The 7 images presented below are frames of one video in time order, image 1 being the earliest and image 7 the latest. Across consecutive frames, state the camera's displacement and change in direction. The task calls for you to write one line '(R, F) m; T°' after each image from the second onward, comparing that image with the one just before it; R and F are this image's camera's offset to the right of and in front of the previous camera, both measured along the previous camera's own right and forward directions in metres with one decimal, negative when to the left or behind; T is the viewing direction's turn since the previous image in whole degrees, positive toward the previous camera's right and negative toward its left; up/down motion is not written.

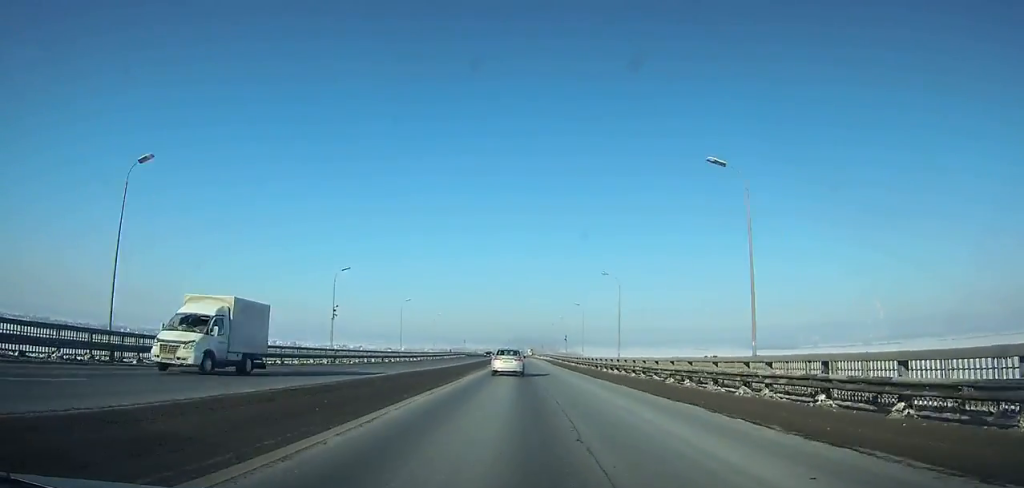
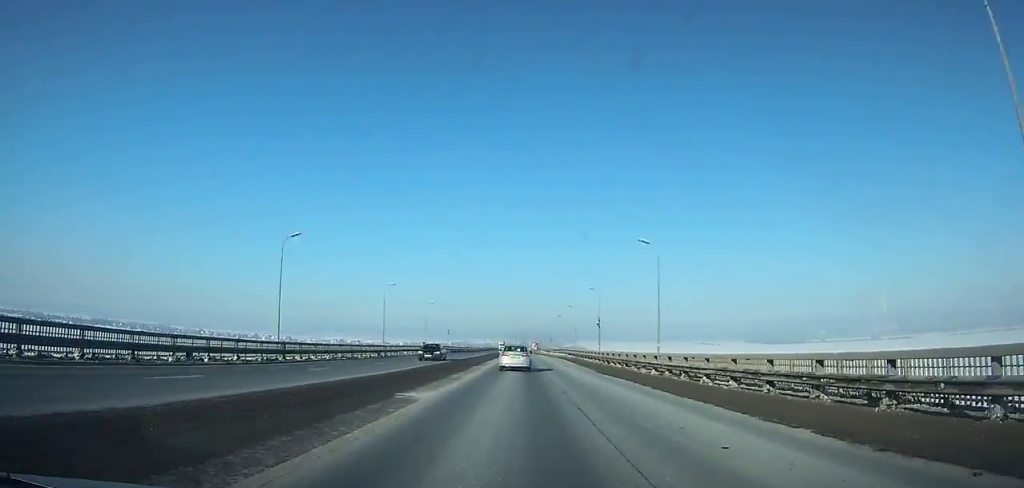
(-0.1, +42.8) m; 0°
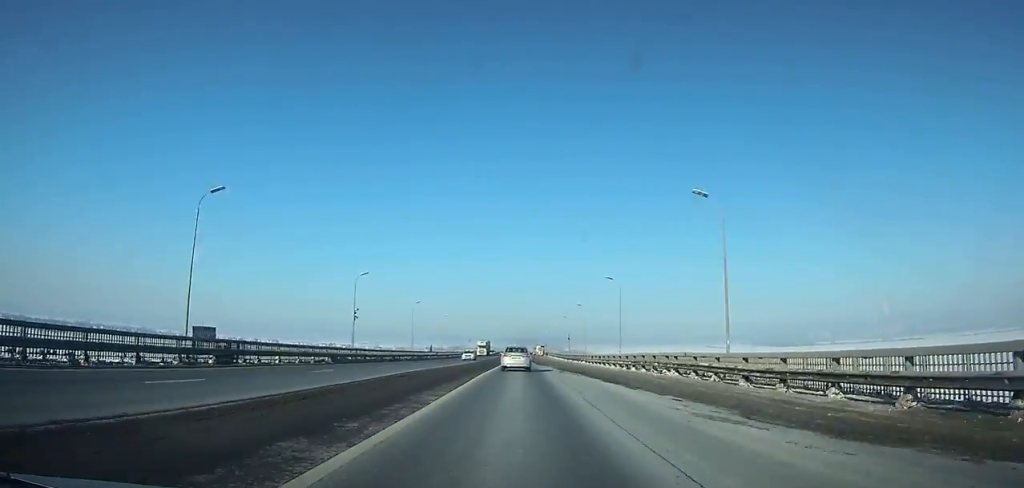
(+0.1, +73.5) m; 0°
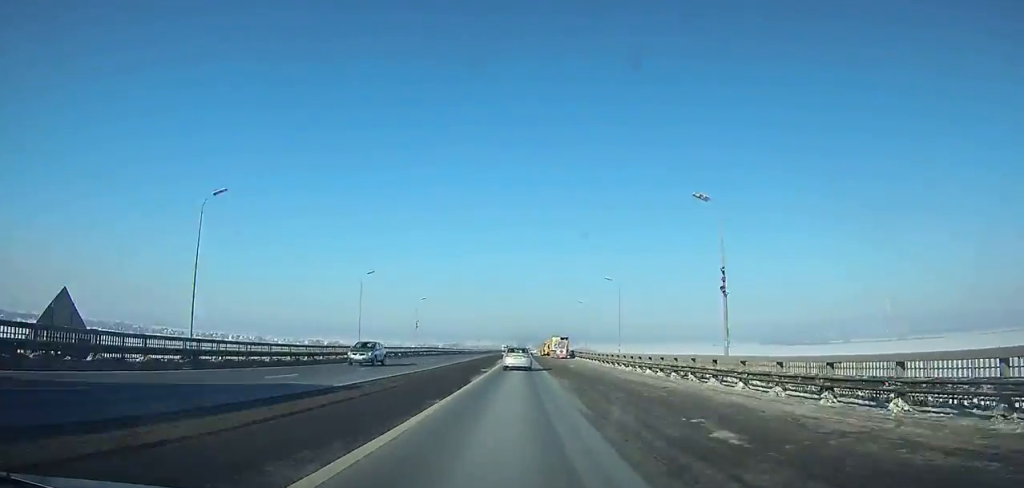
(0.0, +88.9) m; 0°
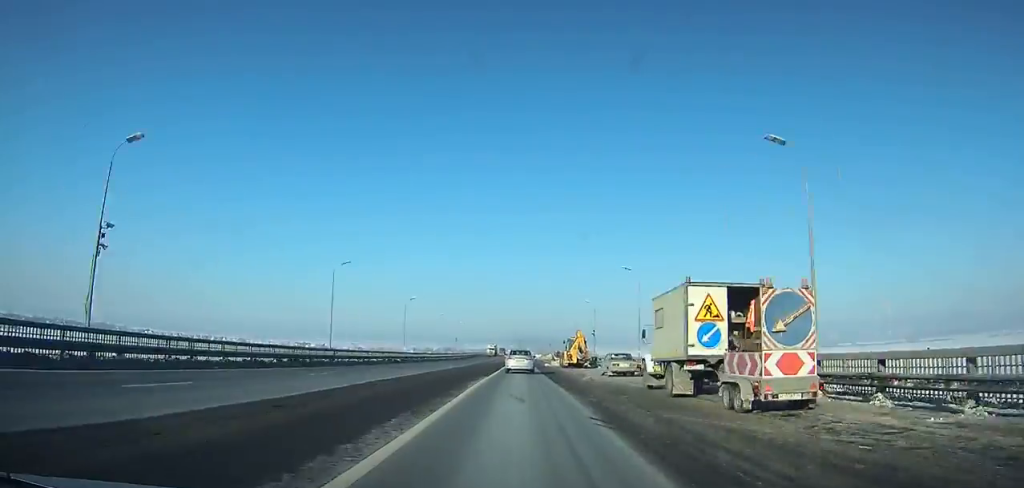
(0.0, +68.5) m; 0°
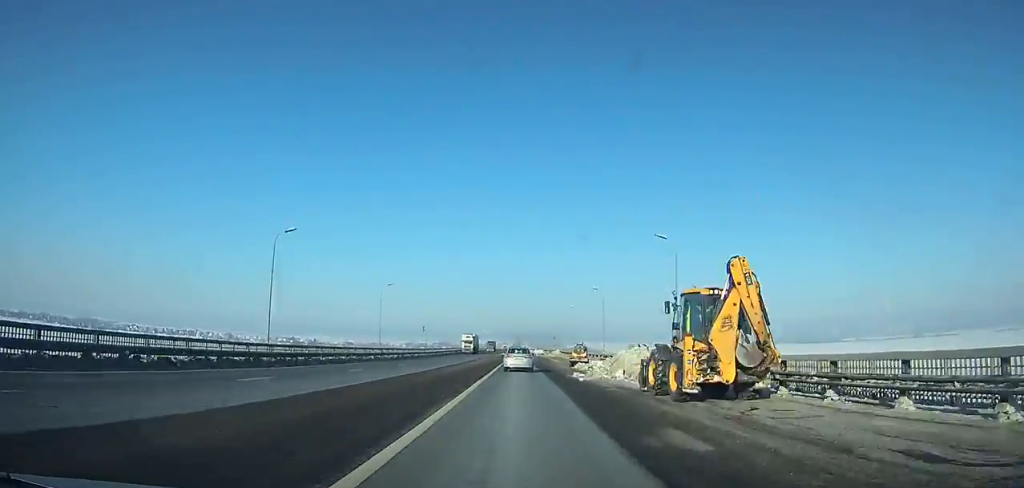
(0.0, +42.2) m; 0°
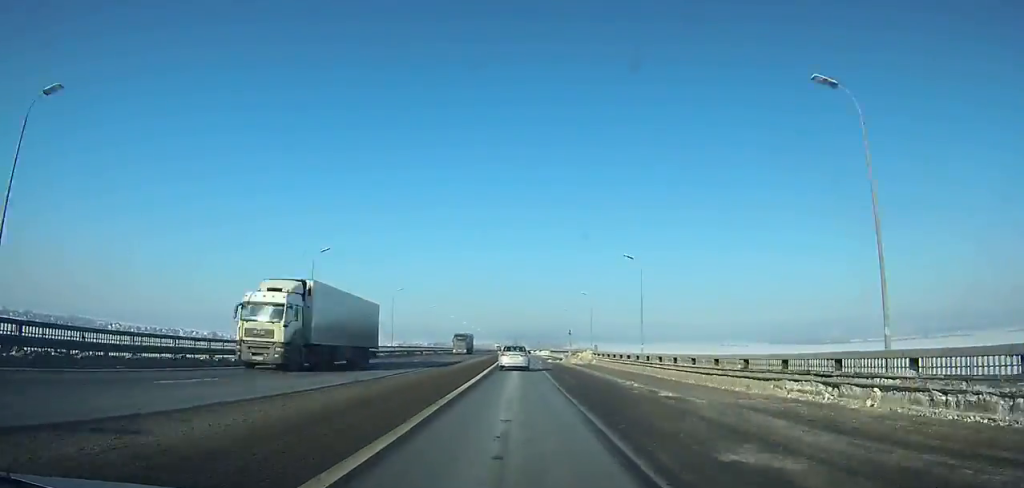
(+0.1, +51.2) m; 0°
